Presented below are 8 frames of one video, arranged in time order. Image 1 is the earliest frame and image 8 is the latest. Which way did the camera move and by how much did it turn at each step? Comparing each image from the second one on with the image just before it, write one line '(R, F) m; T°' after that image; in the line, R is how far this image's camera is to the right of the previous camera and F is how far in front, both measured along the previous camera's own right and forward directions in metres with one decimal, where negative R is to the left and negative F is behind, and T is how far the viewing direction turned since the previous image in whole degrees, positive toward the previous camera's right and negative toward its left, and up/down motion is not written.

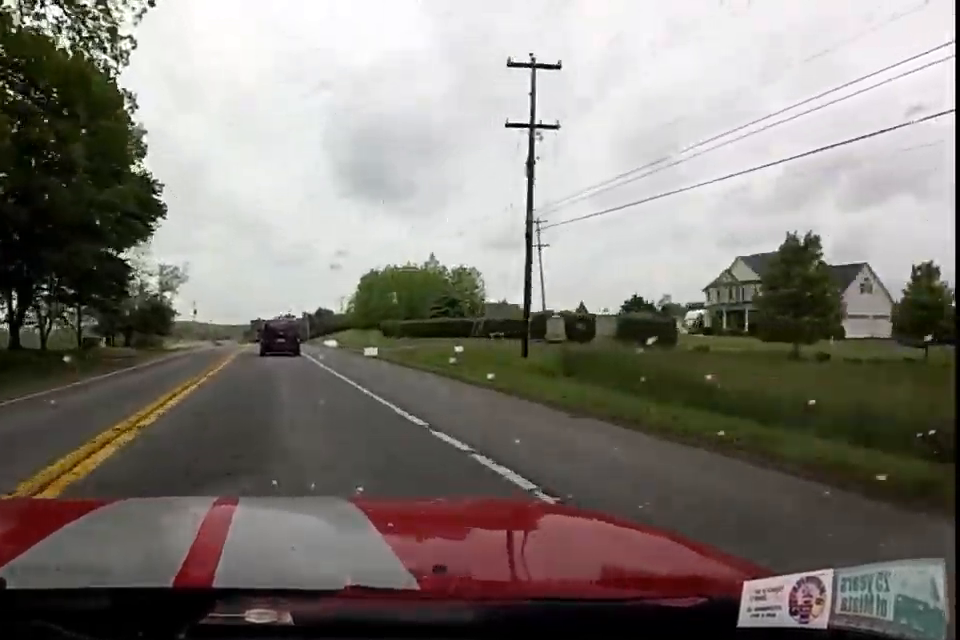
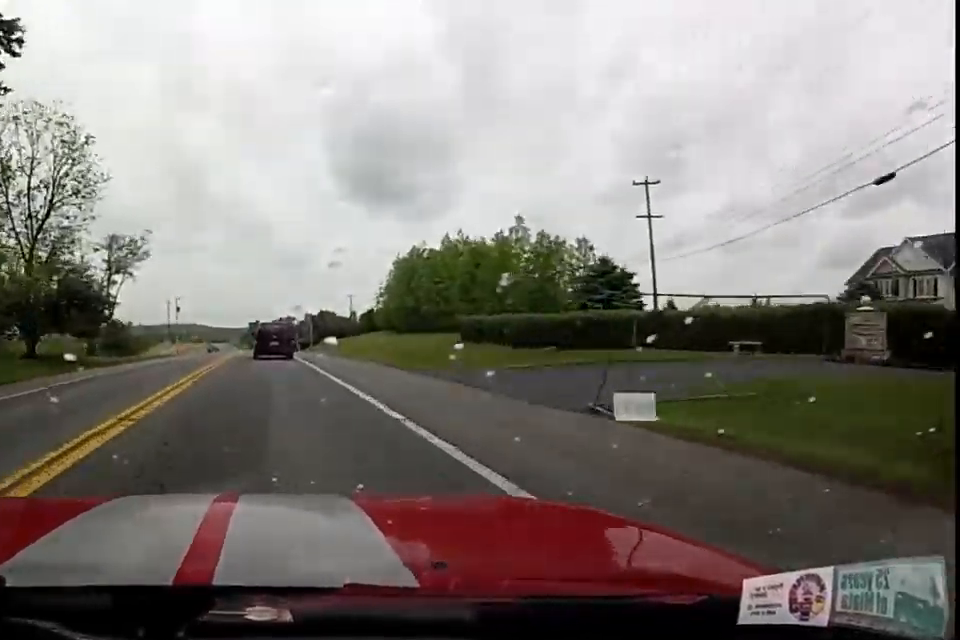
(0.0, +23.6) m; 0°
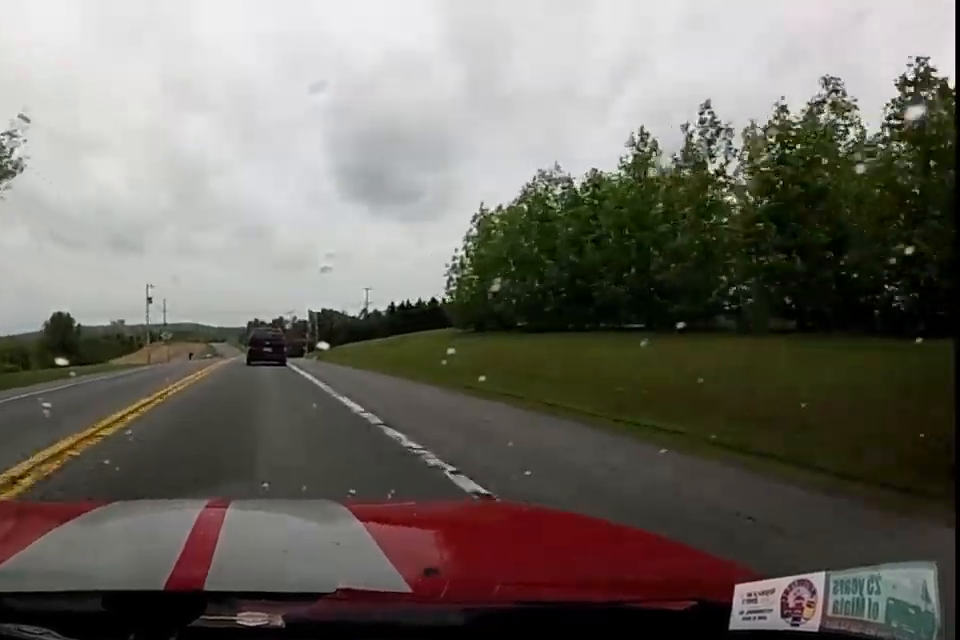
(0.0, +25.9) m; 0°
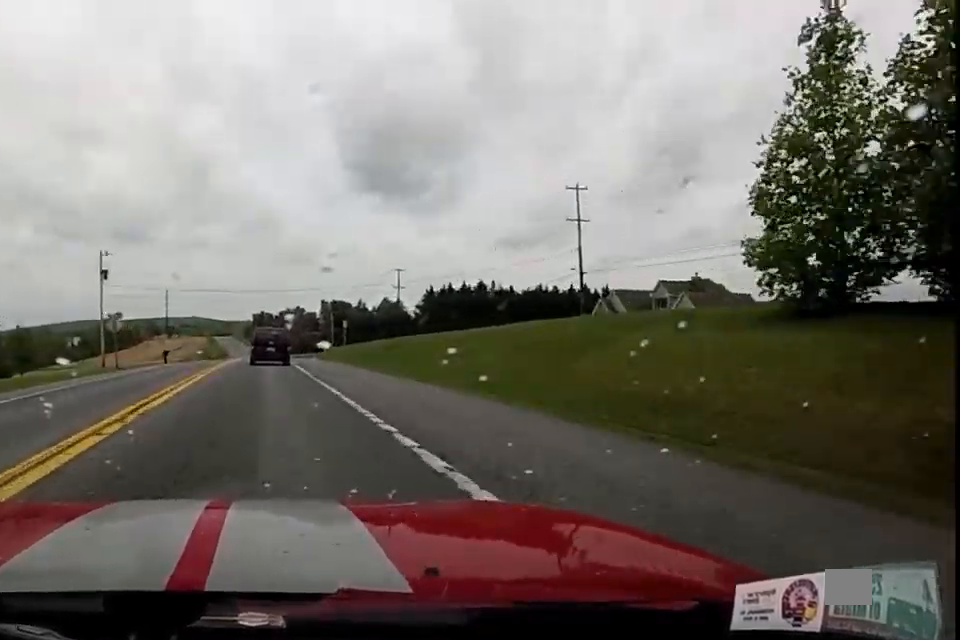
(0.0, +26.1) m; 0°
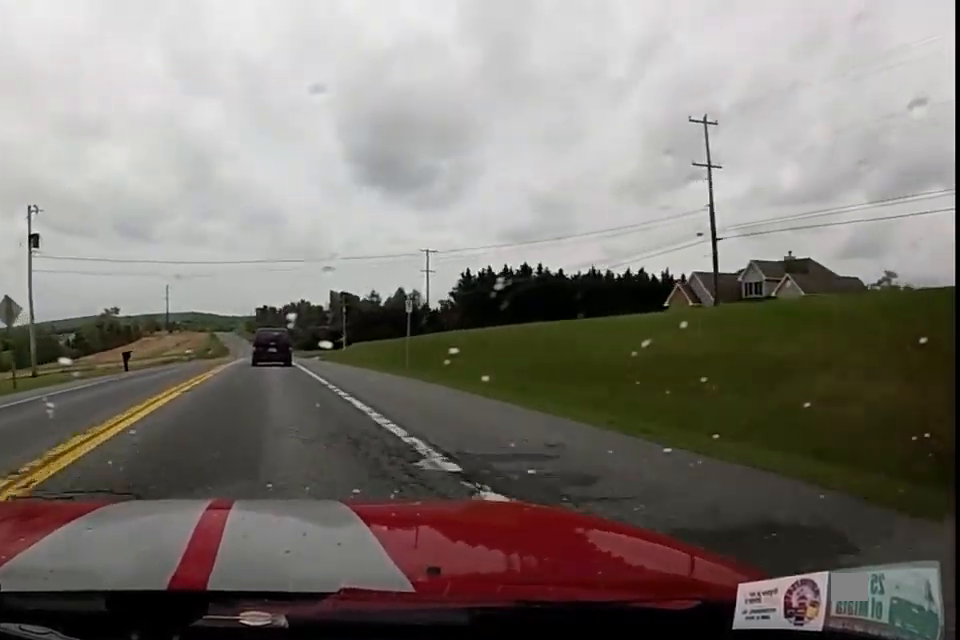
(0.0, +18.0) m; 0°
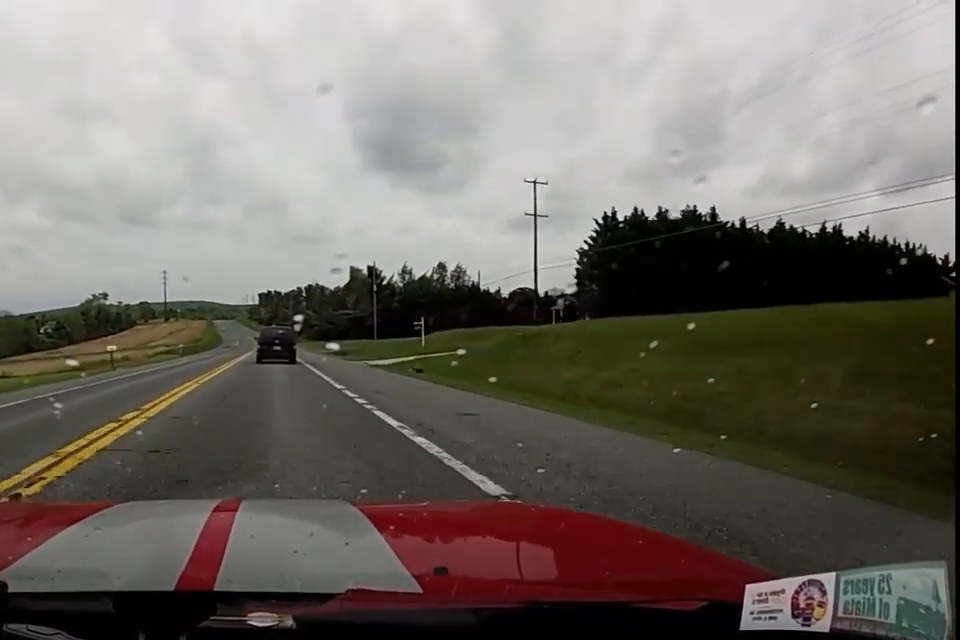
(0.0, +37.8) m; 0°
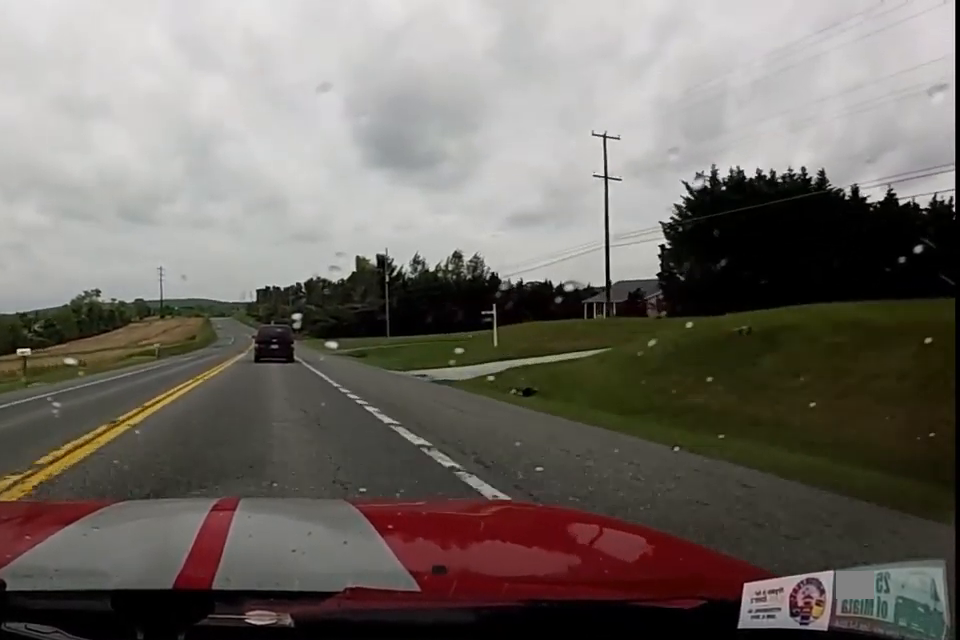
(0.0, +13.1) m; 0°
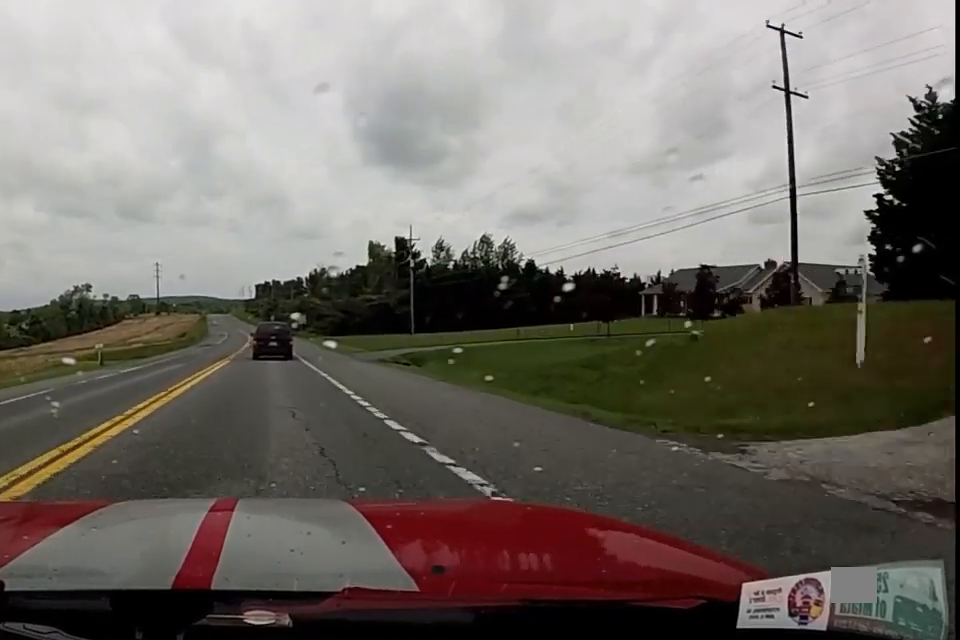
(-0.1, +17.5) m; 0°
